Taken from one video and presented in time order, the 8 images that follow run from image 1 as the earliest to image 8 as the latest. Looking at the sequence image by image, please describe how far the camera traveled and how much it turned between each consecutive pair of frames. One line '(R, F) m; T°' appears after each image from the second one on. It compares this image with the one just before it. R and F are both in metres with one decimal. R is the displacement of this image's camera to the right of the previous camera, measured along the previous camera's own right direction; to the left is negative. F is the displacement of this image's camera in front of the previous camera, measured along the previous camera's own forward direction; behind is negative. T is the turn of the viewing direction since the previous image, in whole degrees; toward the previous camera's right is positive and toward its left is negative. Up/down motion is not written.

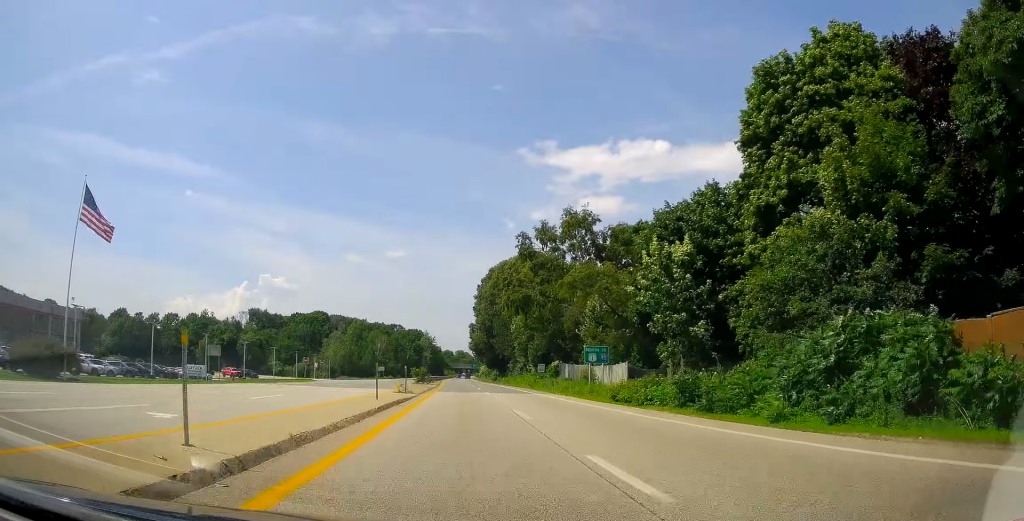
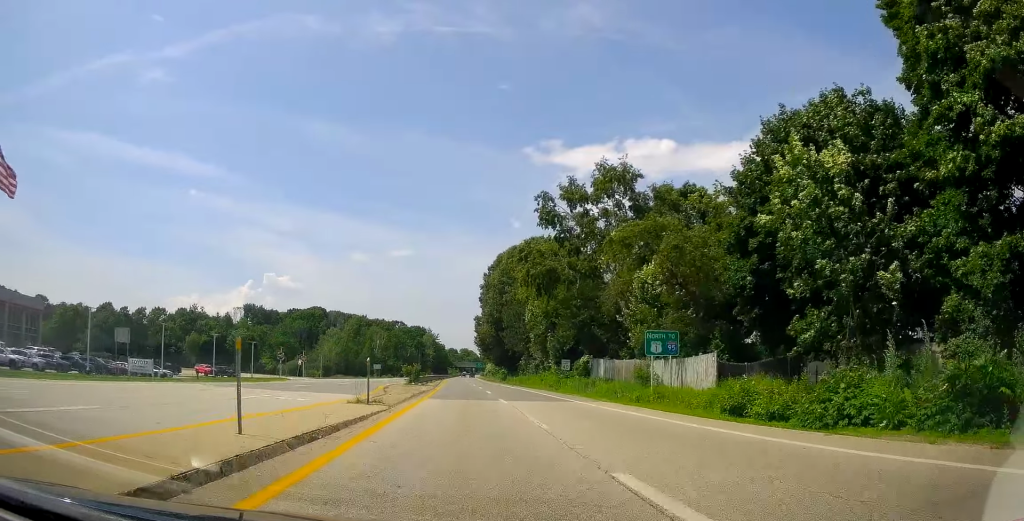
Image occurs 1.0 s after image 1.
(-0.2, +11.7) m; -1°
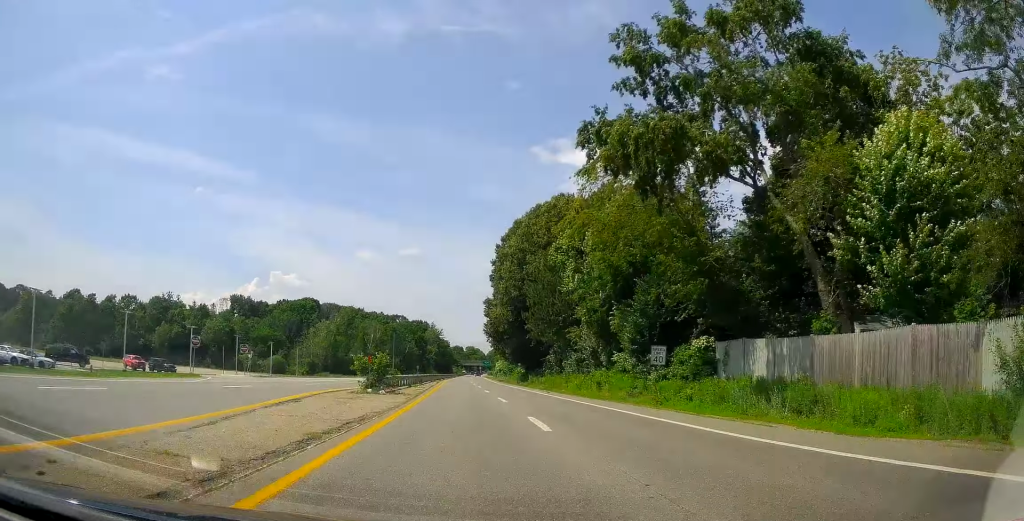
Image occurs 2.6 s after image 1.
(+0.4, +22.6) m; +1°
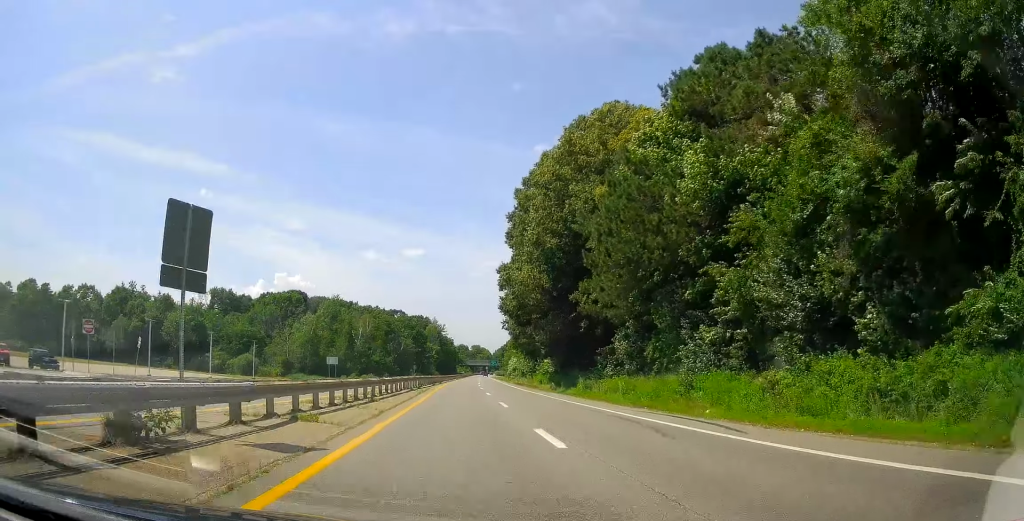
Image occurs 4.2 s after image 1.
(-1.0, +25.8) m; -3°
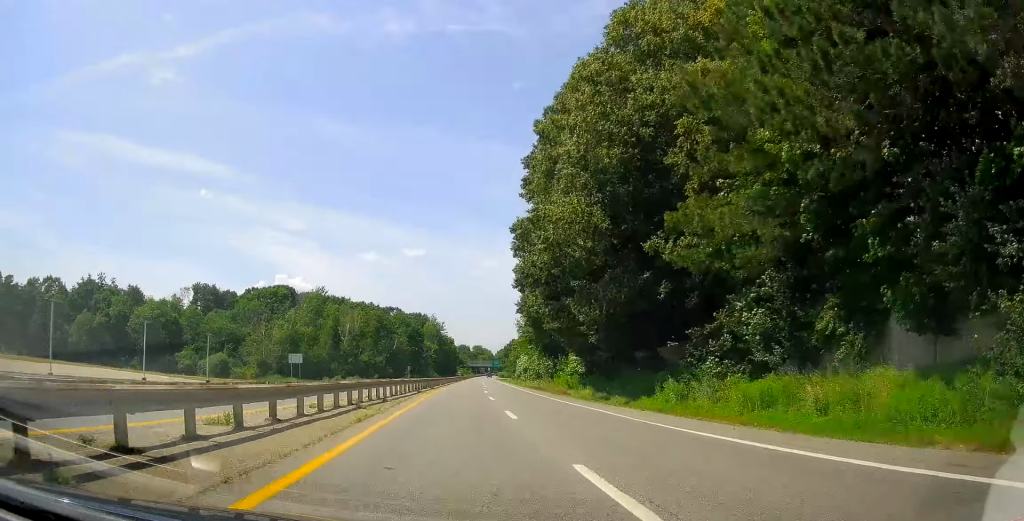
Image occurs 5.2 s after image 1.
(0.0, +16.5) m; 0°
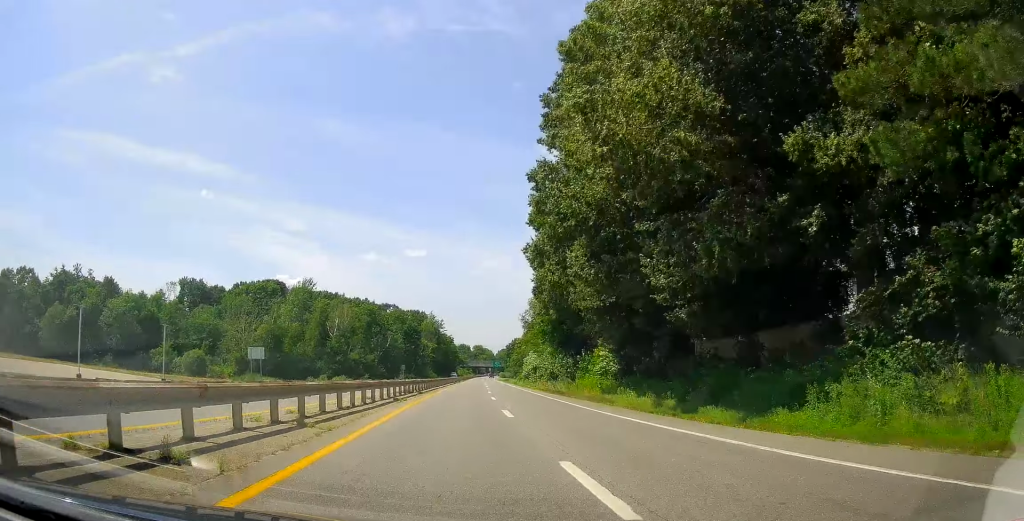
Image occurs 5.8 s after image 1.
(+0.1, +11.2) m; +1°
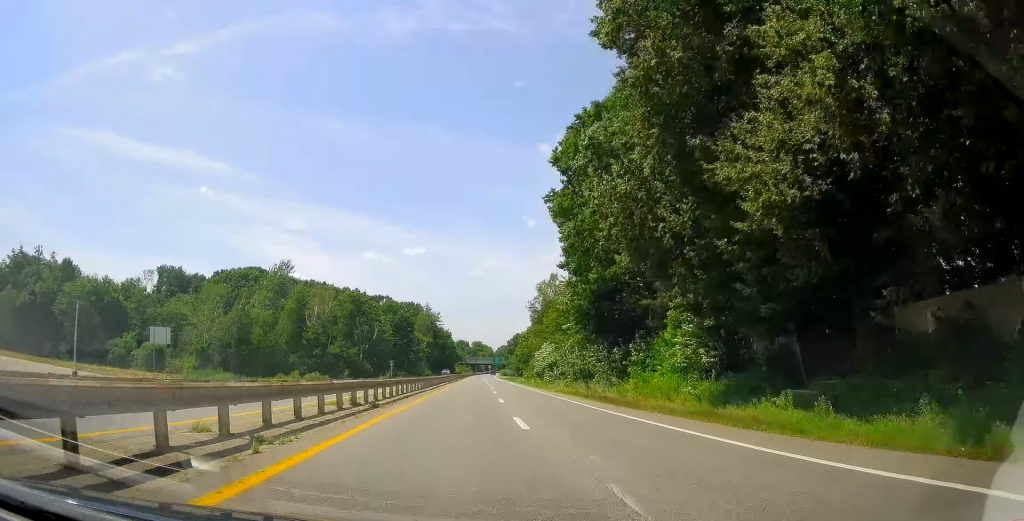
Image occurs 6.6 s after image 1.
(-0.1, +15.7) m; +1°
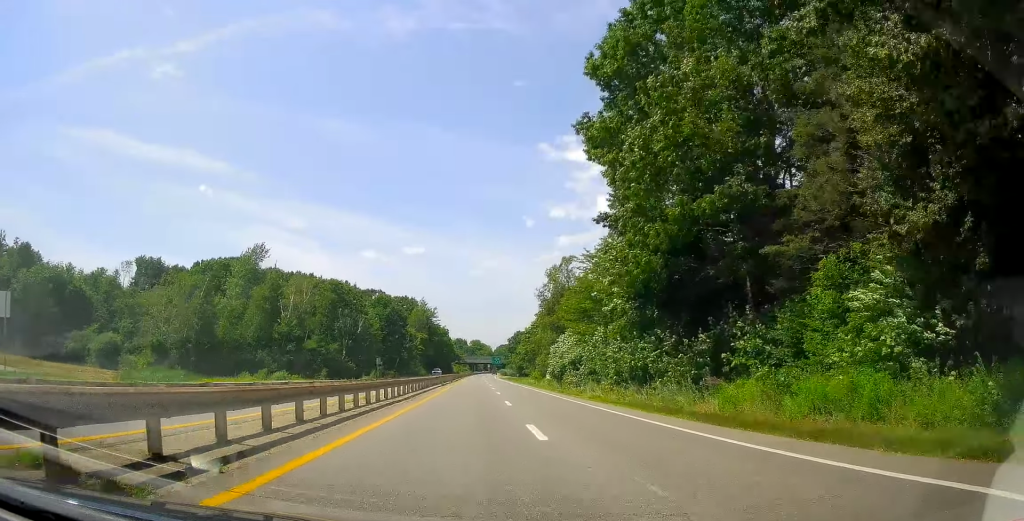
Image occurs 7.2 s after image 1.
(+0.4, +13.8) m; 0°
